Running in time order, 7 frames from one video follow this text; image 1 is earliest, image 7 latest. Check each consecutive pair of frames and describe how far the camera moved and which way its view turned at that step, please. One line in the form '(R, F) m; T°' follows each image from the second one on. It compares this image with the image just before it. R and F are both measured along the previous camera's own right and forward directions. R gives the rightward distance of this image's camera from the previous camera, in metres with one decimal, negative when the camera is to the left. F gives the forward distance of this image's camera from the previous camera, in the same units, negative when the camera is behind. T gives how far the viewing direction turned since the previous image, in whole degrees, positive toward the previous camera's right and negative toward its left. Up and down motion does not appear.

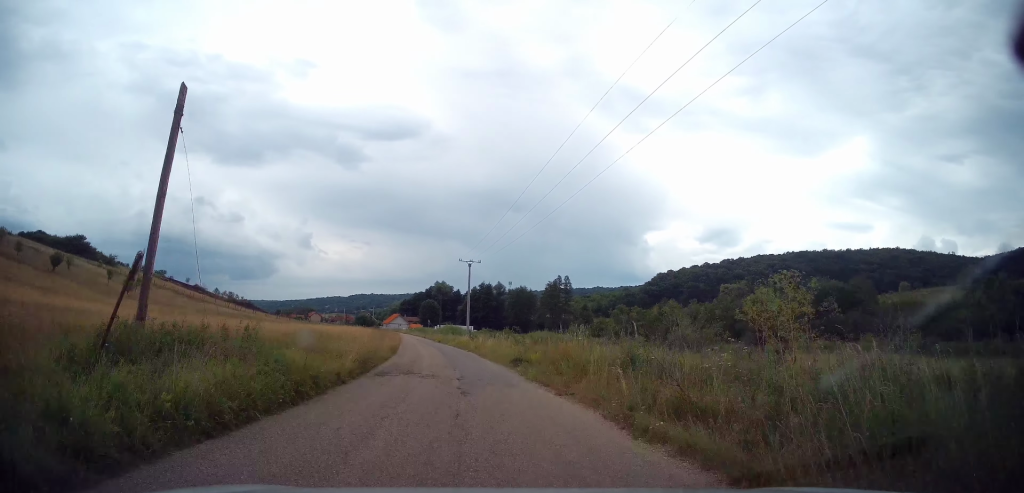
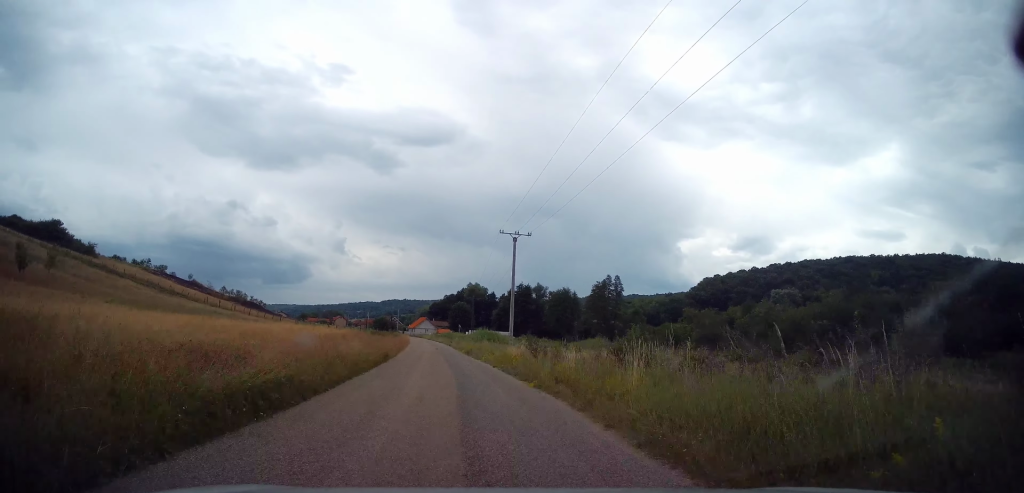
(-1.0, +22.6) m; -5°
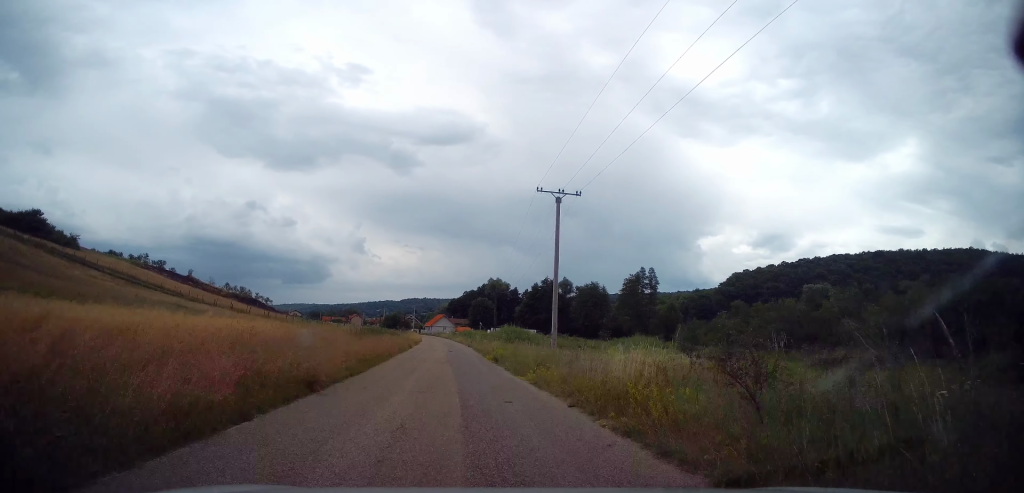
(-0.3, +13.5) m; -1°
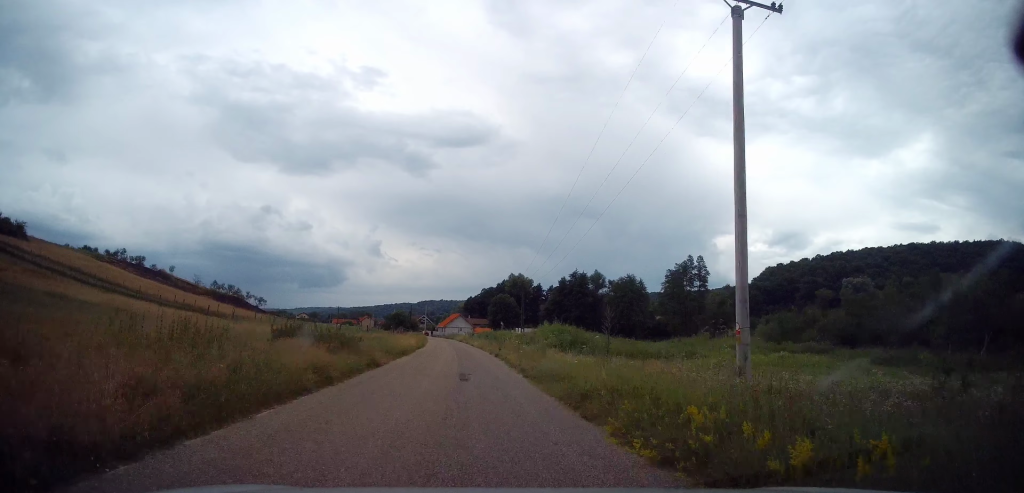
(-0.1, +21.9) m; -1°
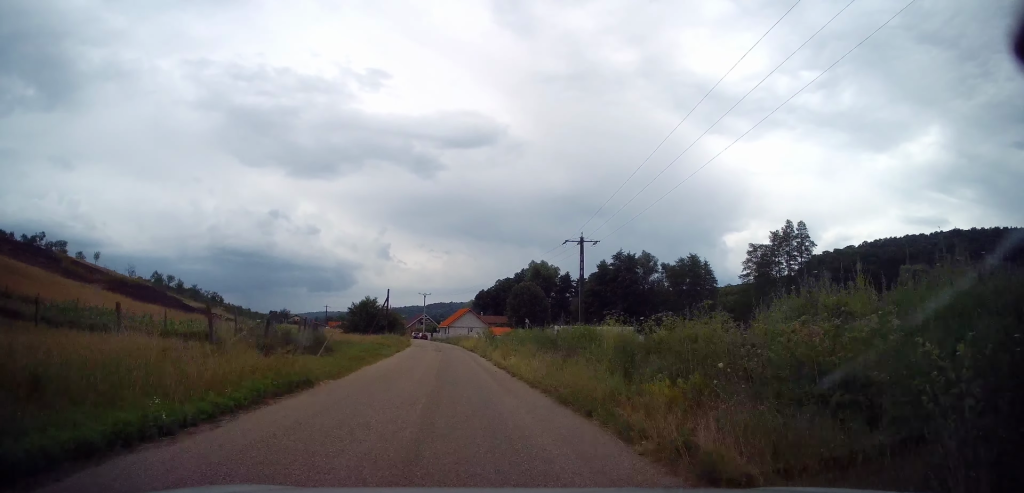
(-0.2, +39.2) m; -1°
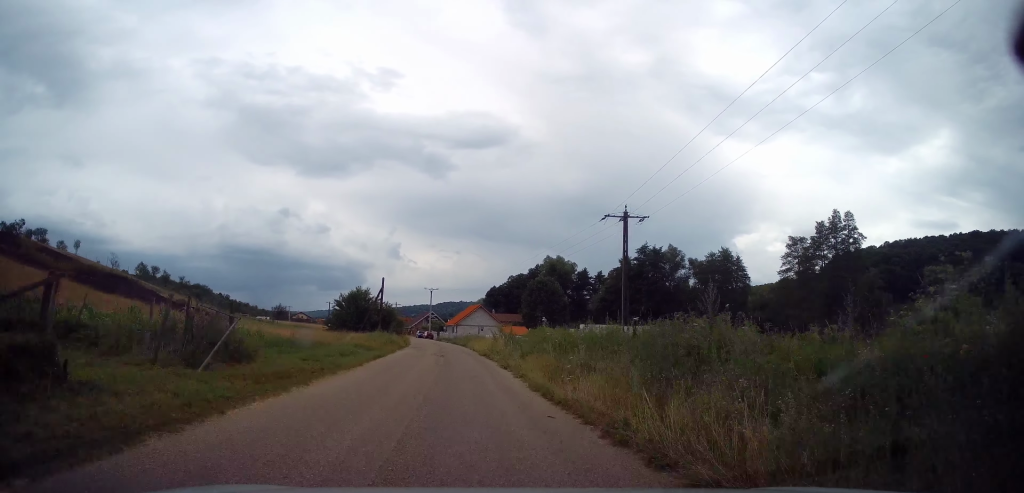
(-0.3, +10.4) m; -1°
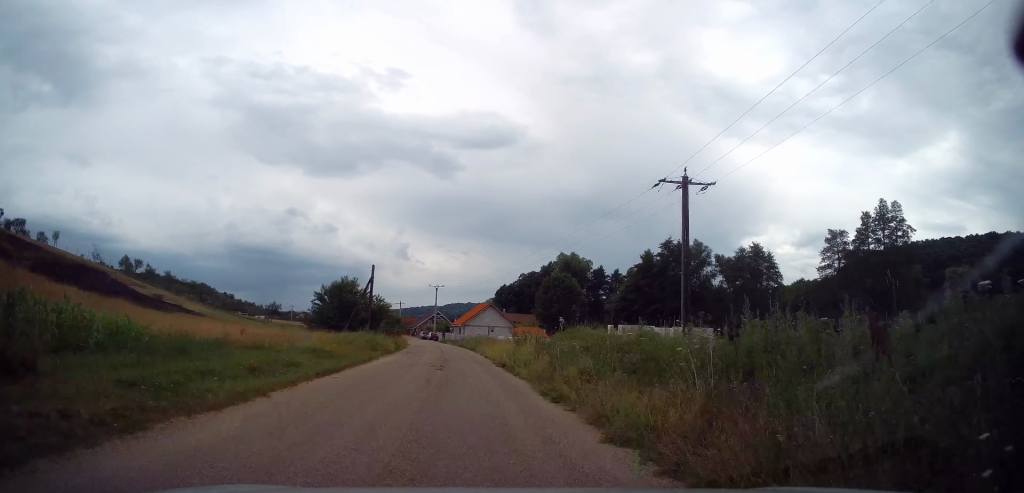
(-0.1, +9.0) m; -1°
